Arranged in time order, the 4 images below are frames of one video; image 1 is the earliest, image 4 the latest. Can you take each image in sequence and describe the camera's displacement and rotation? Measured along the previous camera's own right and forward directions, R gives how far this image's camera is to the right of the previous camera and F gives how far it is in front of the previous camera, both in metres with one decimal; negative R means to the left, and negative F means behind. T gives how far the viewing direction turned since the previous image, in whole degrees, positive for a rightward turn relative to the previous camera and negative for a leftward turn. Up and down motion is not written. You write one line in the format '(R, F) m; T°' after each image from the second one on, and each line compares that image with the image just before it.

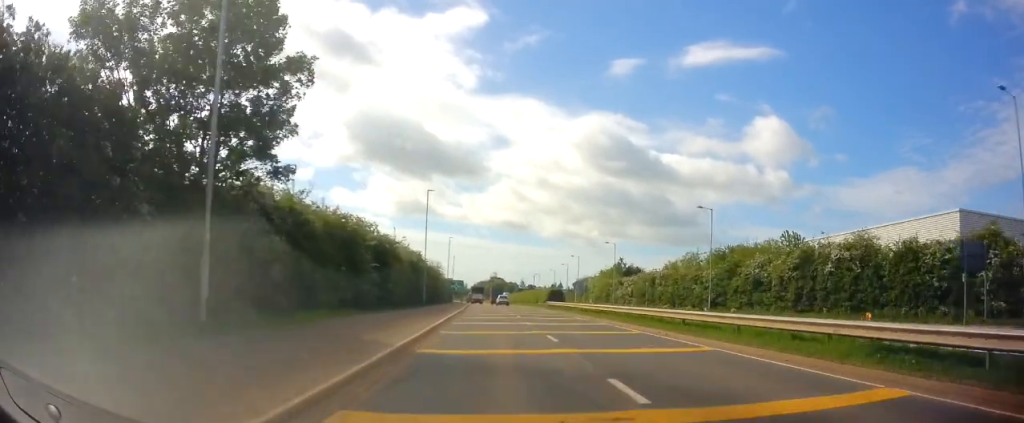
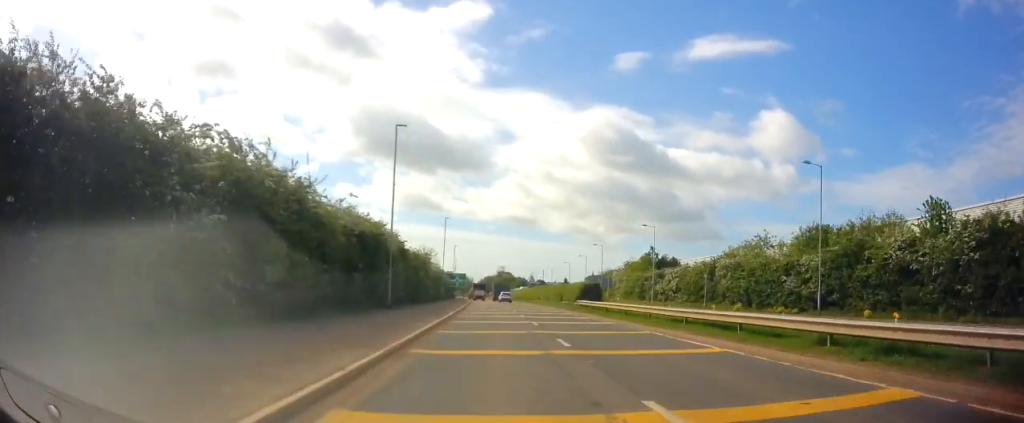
(0.0, +19.2) m; -1°
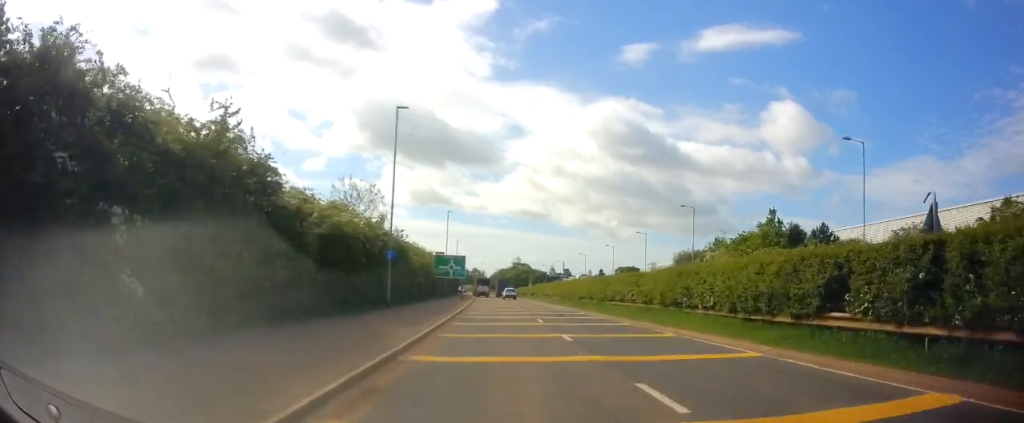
(-0.5, +42.4) m; -1°
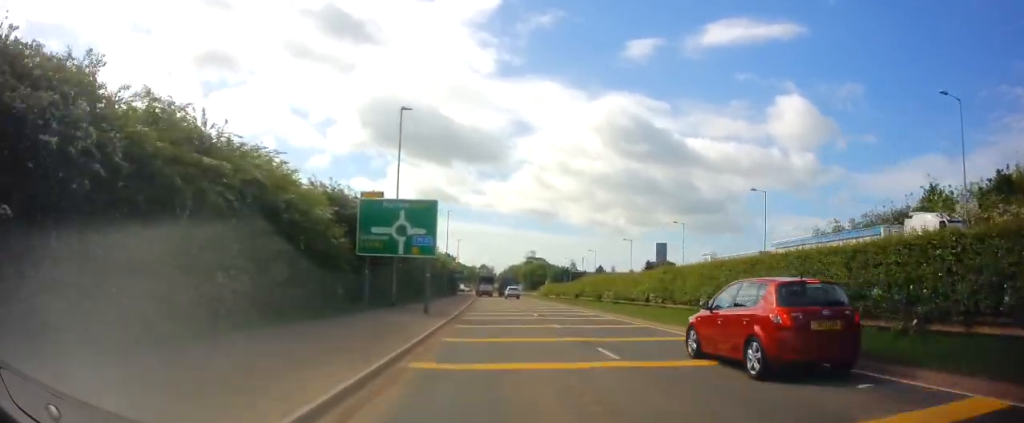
(-0.2, +39.2) m; -1°
